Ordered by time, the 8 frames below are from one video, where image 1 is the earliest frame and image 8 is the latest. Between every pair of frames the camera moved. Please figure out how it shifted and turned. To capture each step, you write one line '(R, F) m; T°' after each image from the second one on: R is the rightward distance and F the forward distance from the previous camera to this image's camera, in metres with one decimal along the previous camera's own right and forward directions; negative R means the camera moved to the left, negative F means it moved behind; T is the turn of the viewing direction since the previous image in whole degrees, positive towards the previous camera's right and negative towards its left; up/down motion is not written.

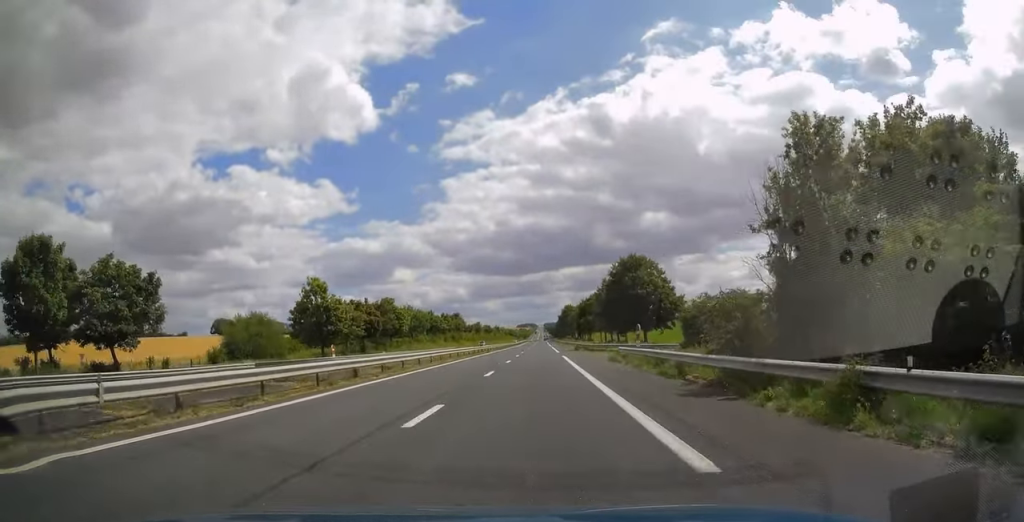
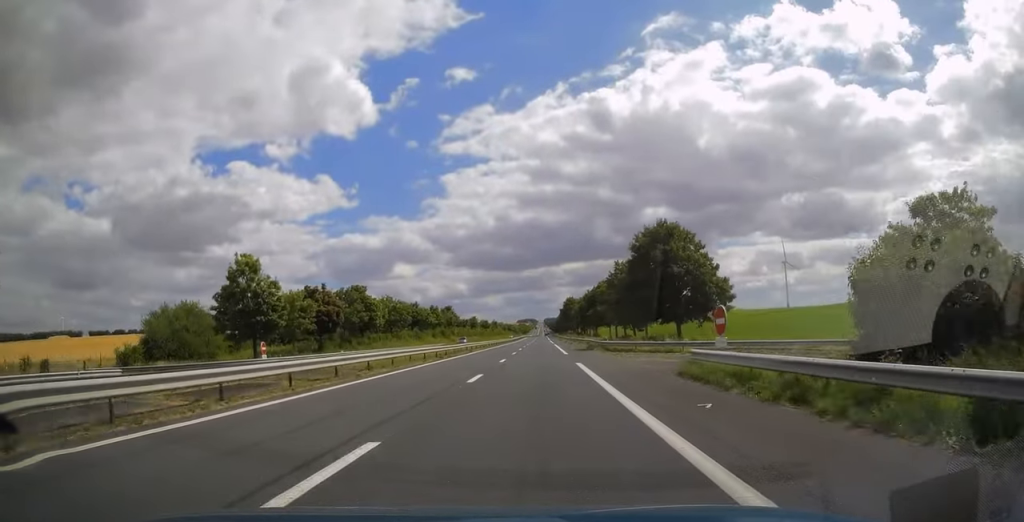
(0.0, +17.6) m; 0°
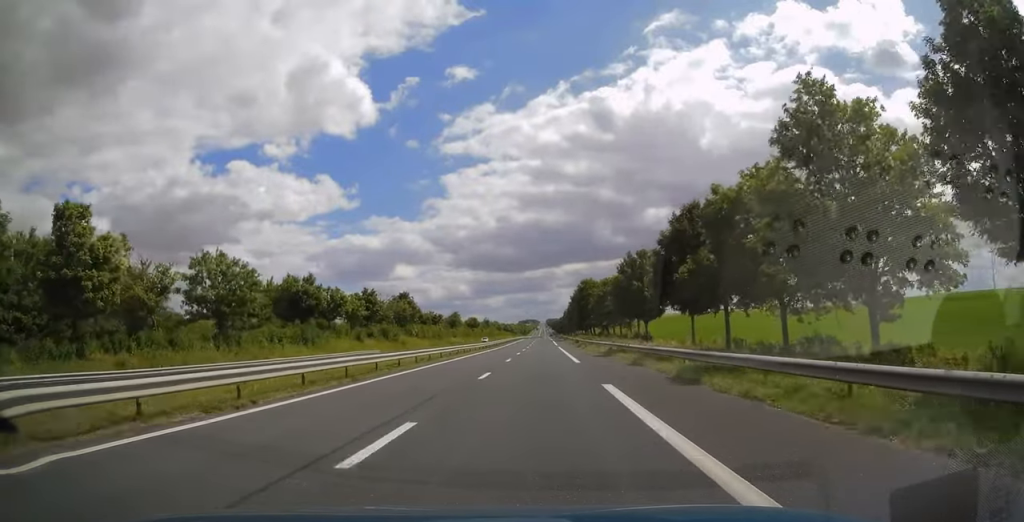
(-0.3, +62.6) m; 0°
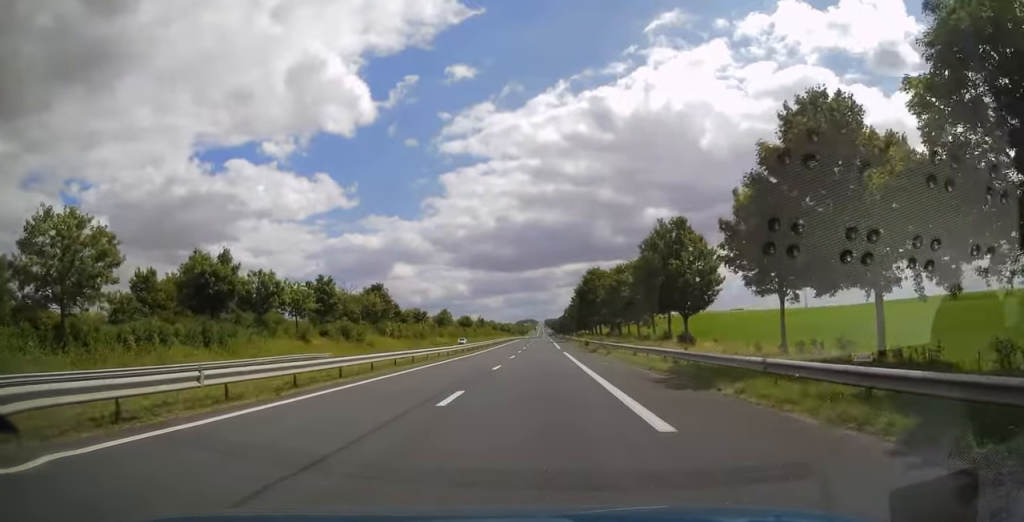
(+0.1, +20.5) m; 0°
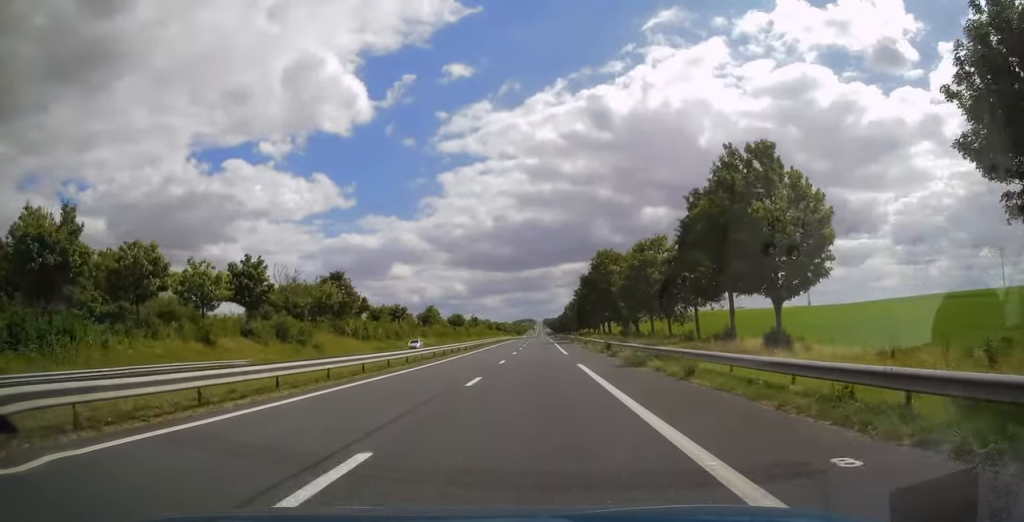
(0.0, +21.0) m; 0°
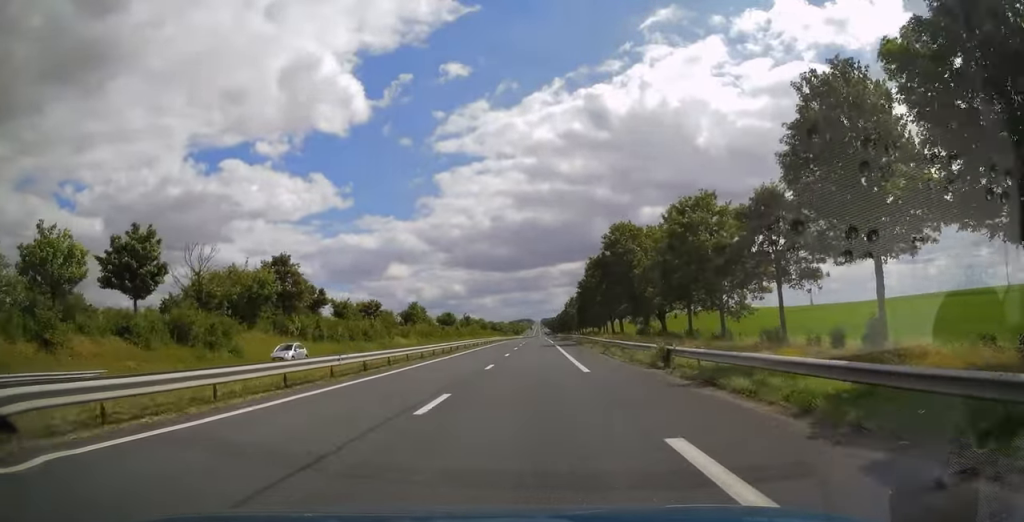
(0.0, +19.1) m; 0°
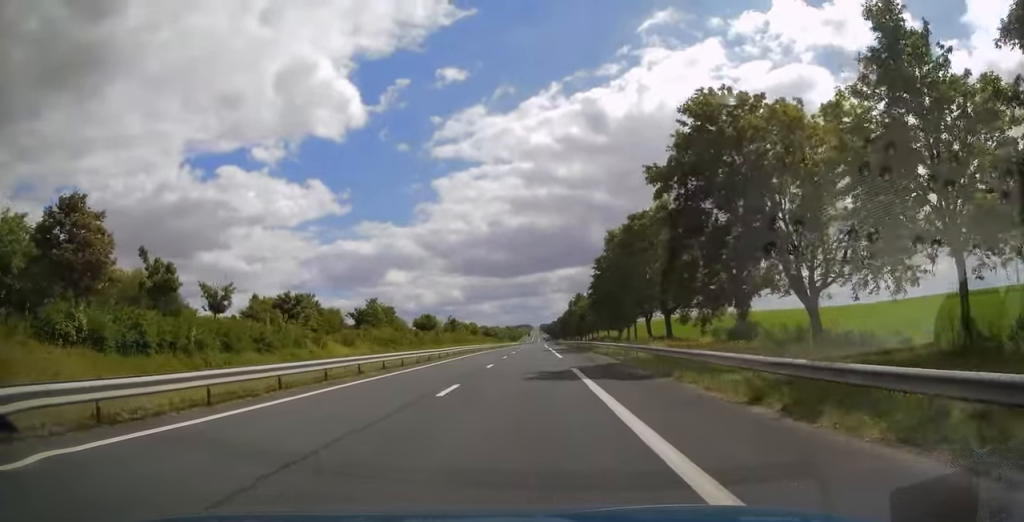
(+0.1, +35.8) m; 0°
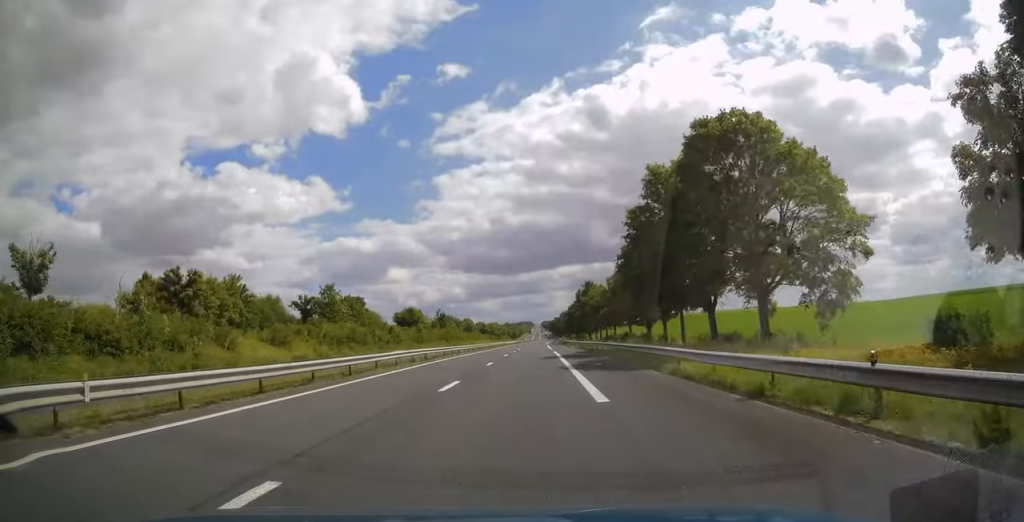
(0.0, +25.1) m; 0°
